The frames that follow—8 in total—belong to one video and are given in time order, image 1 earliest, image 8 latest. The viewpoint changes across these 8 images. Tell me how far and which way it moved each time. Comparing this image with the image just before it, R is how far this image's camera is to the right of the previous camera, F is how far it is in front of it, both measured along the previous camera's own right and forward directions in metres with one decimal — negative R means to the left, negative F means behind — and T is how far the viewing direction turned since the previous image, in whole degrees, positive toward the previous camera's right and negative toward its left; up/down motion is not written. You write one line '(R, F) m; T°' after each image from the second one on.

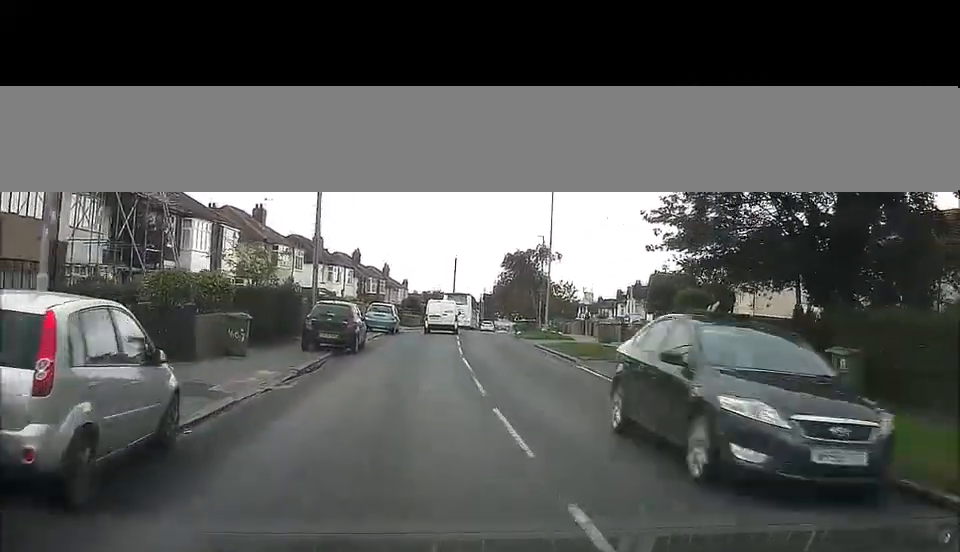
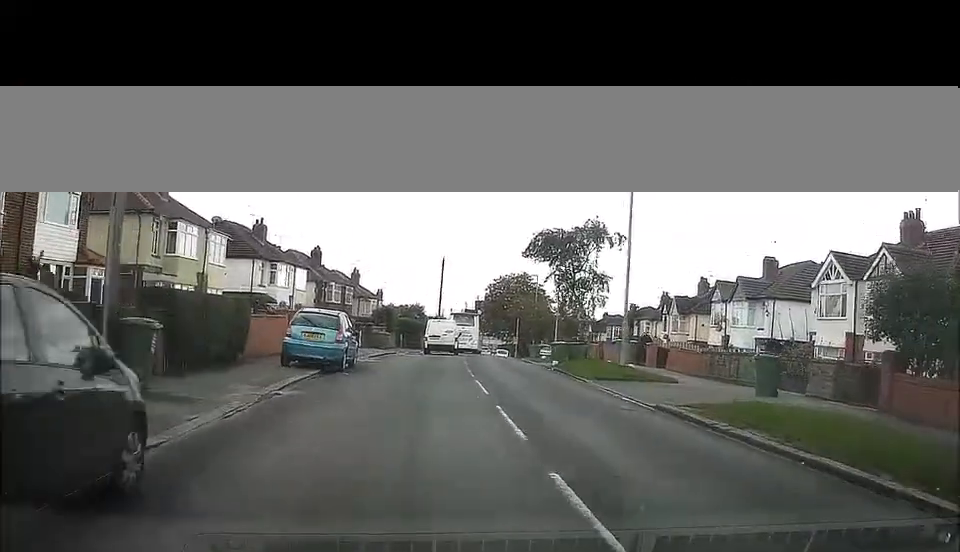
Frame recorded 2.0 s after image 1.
(+0.4, +21.5) m; +2°
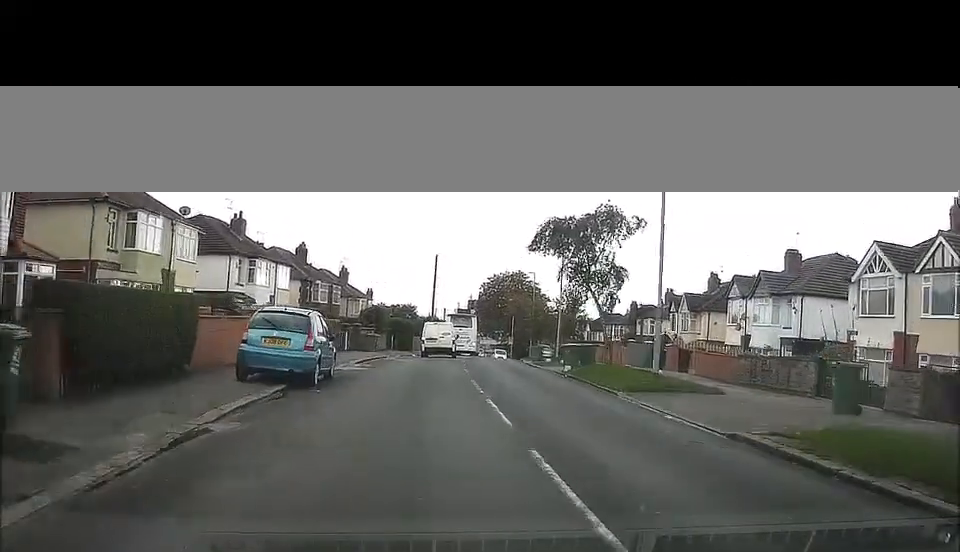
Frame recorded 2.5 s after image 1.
(0.0, +4.5) m; 0°
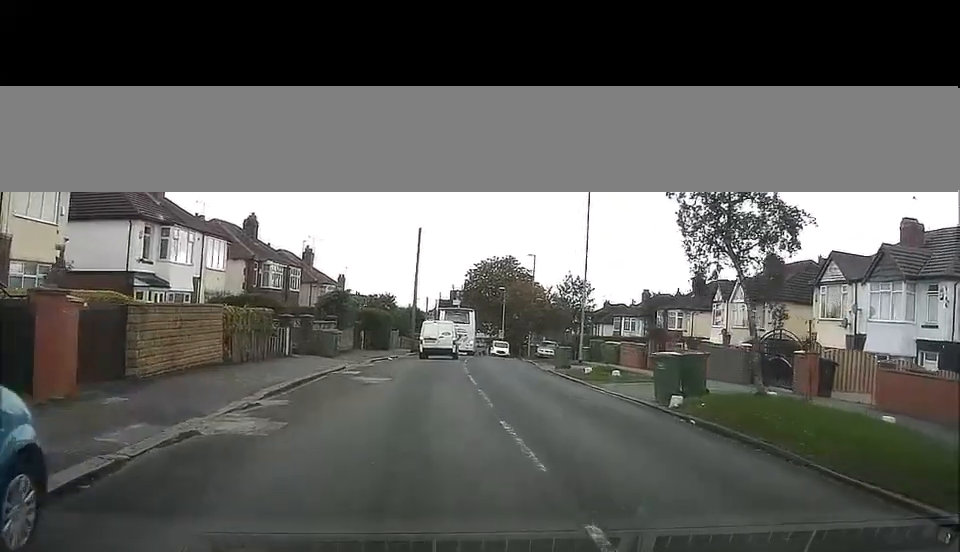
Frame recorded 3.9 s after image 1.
(+0.2, +14.4) m; +1°
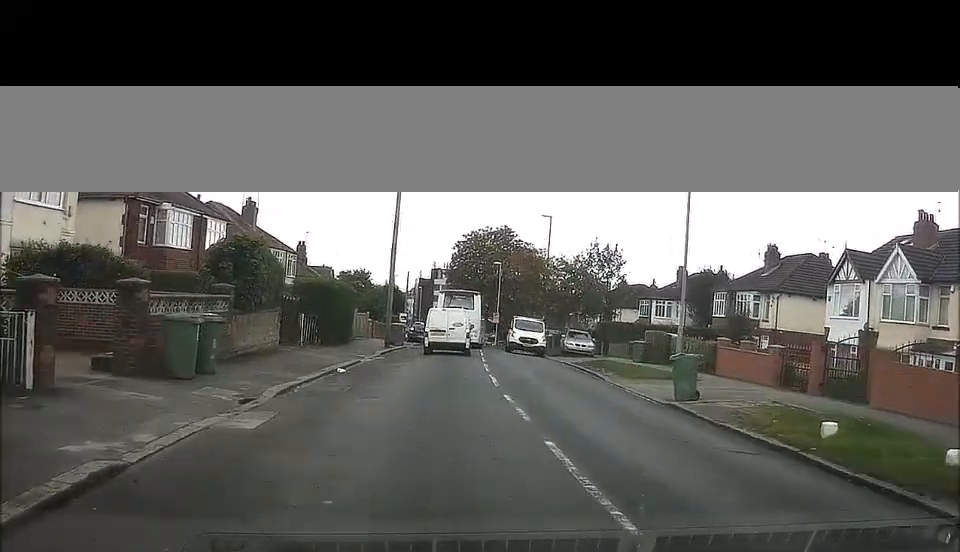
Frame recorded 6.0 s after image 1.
(+0.4, +20.0) m; +3°
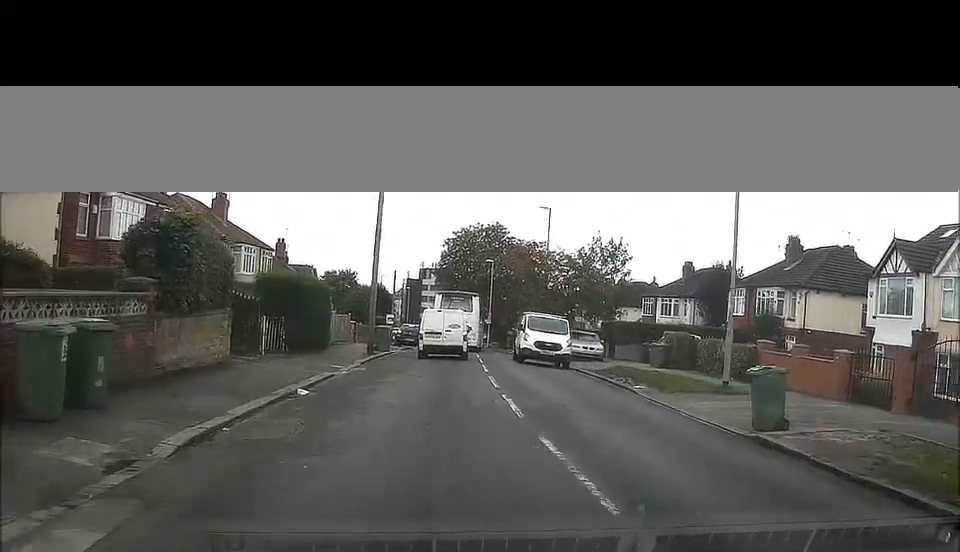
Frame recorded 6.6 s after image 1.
(0.0, +5.1) m; +1°
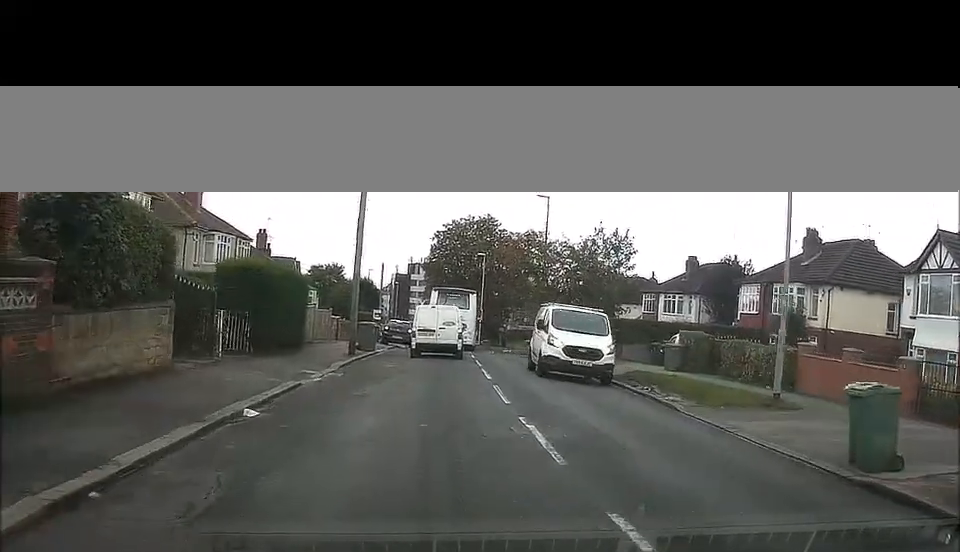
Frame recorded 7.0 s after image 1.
(+0.1, +3.7) m; +1°
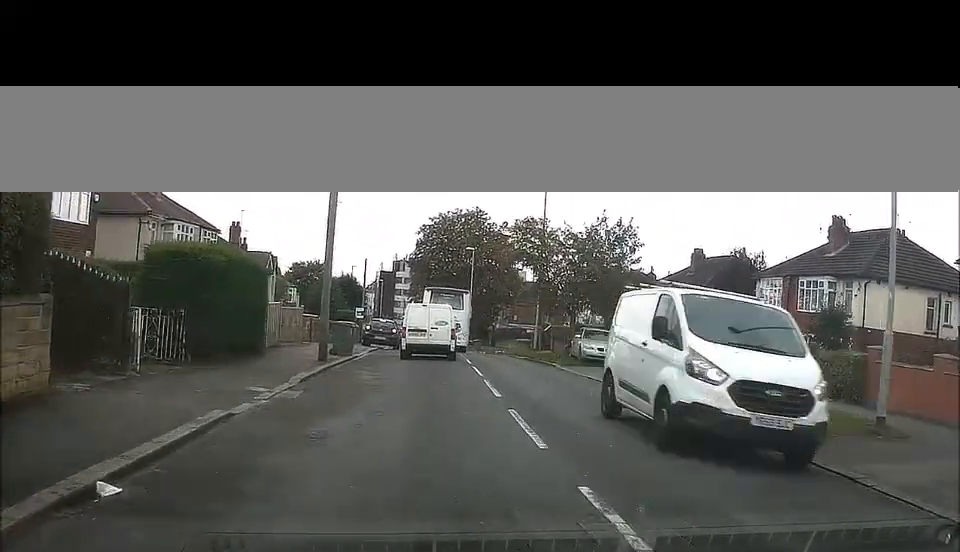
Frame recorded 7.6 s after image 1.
(+0.1, +4.7) m; +1°
